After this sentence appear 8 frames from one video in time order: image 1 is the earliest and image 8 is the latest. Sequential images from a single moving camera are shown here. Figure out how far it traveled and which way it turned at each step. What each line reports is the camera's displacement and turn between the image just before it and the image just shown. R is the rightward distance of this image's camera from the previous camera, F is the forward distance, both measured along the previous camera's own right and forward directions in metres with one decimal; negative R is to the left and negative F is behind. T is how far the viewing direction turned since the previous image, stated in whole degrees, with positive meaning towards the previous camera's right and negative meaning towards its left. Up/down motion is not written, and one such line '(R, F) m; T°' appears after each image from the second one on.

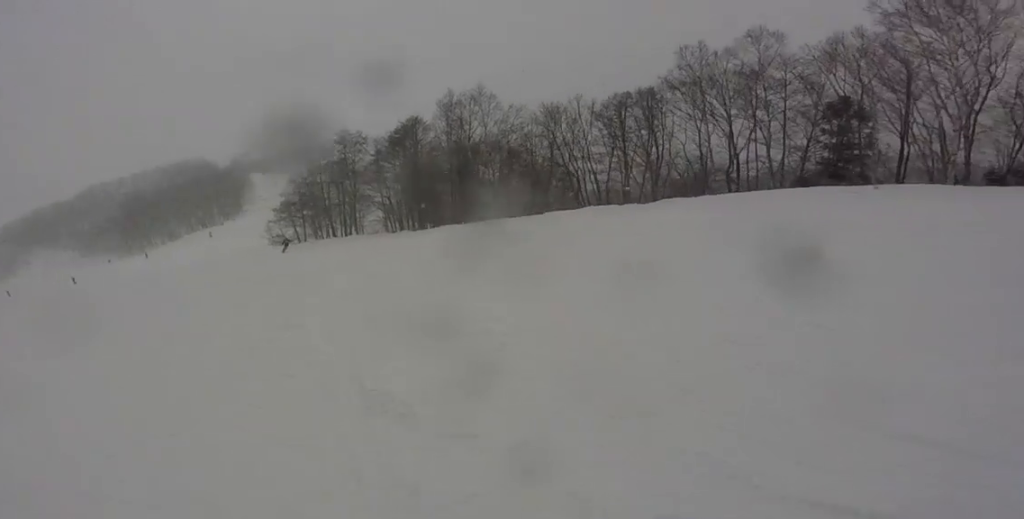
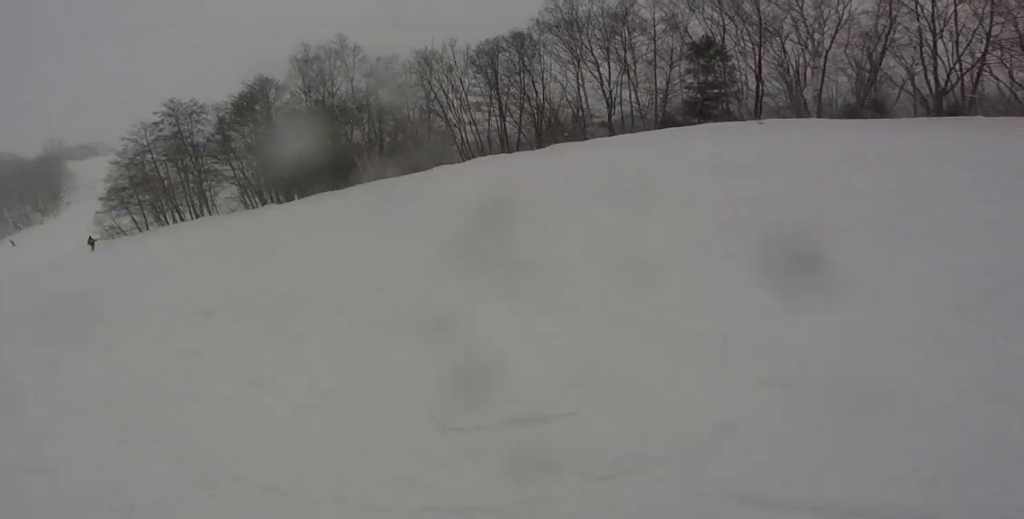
(+1.4, +2.2) m; +18°
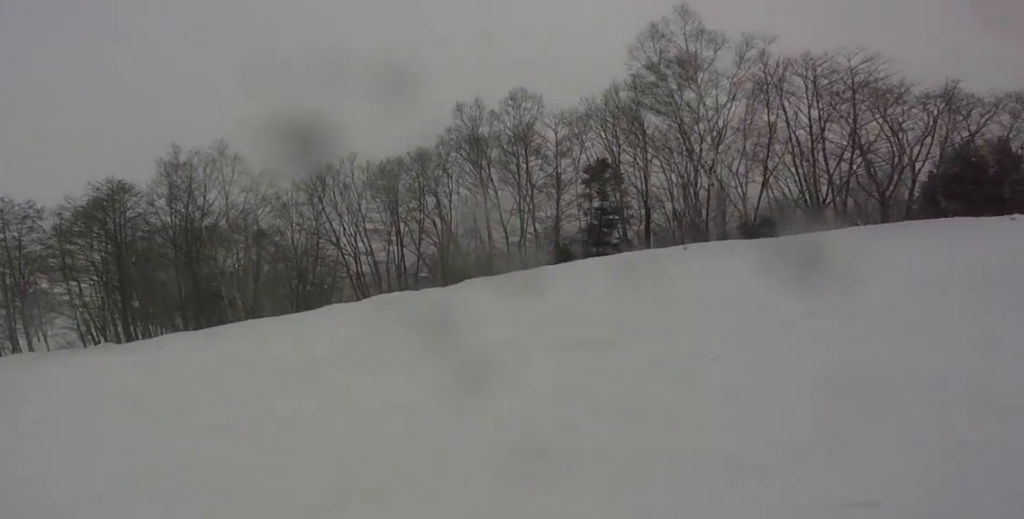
(0.0, +5.5) m; +4°
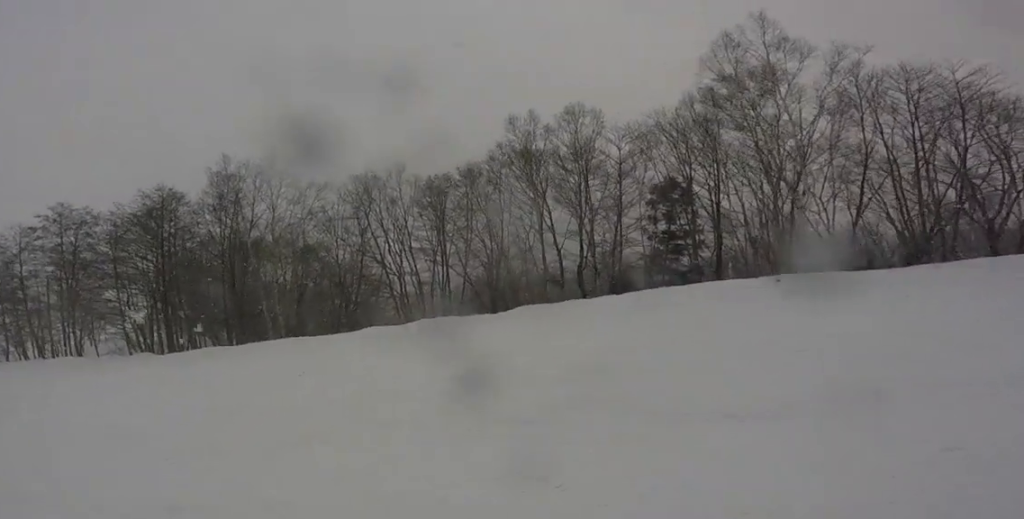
(+0.4, +2.2) m; -8°
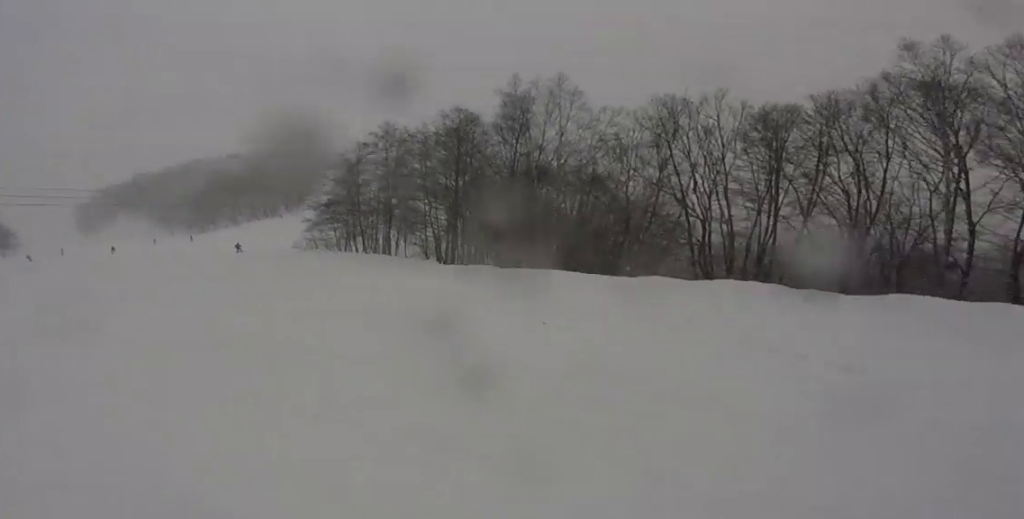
(0.0, +2.8) m; -19°
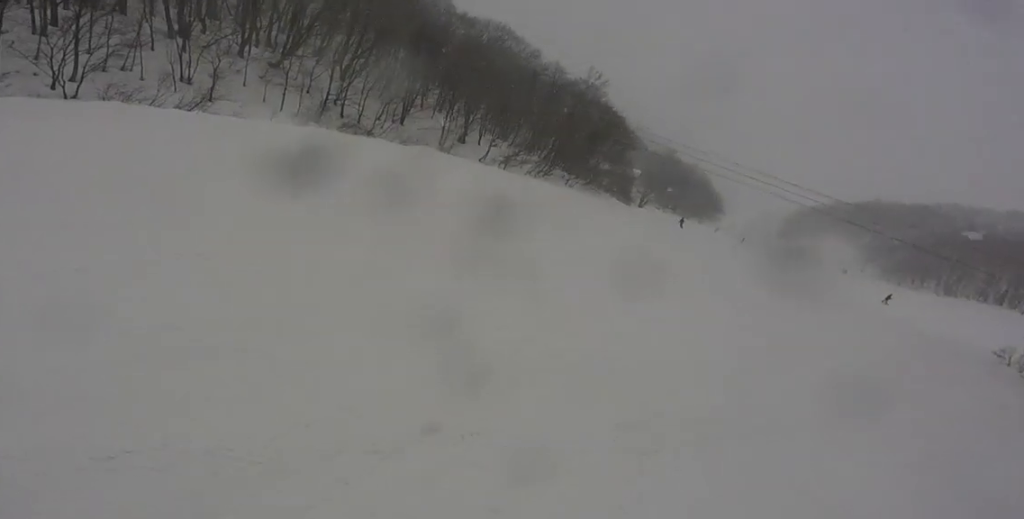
(-6.4, +6.7) m; -57°
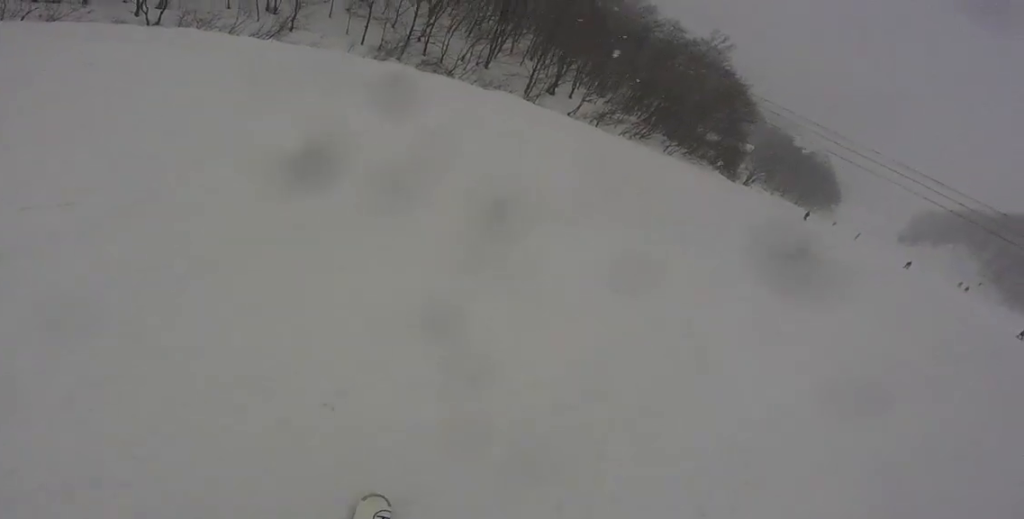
(0.0, +2.9) m; +5°
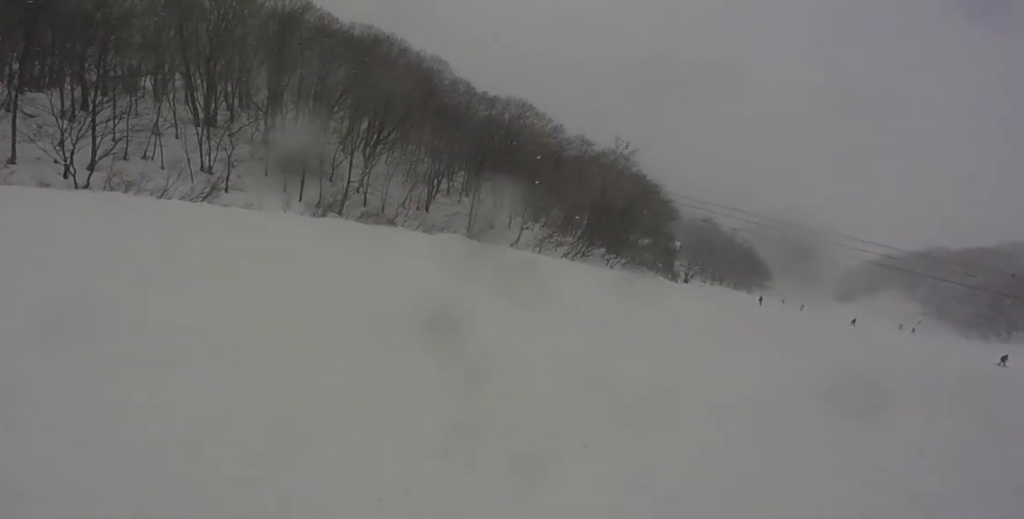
(+0.4, +2.9) m; -7°
